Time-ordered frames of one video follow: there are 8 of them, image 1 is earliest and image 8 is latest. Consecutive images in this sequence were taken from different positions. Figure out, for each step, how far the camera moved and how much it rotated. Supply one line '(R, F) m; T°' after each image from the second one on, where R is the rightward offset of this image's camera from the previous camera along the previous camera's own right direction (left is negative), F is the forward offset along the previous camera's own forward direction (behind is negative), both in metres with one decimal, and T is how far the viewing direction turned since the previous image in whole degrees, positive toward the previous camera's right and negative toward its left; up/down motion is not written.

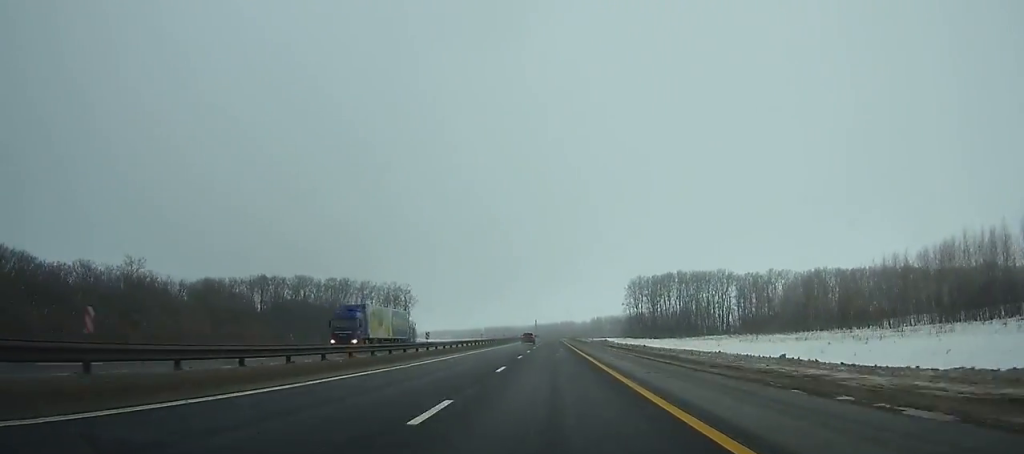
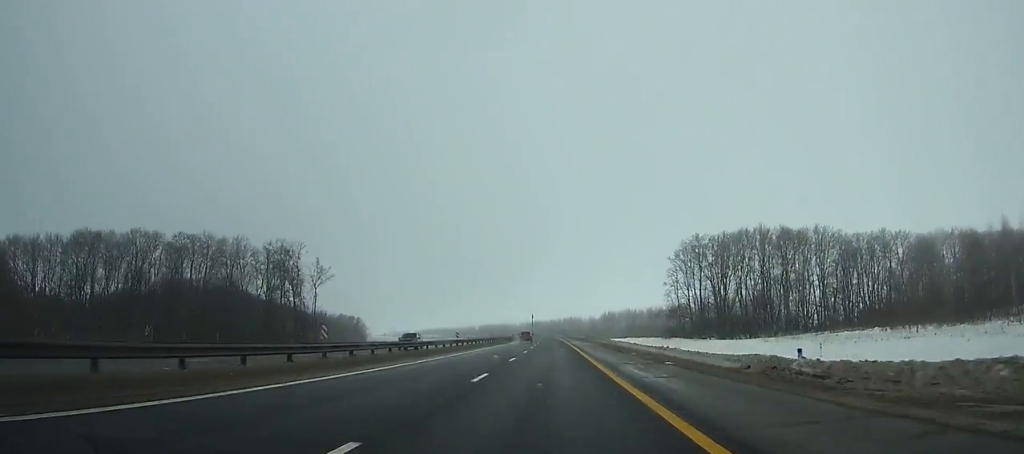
(-0.1, +76.3) m; 0°
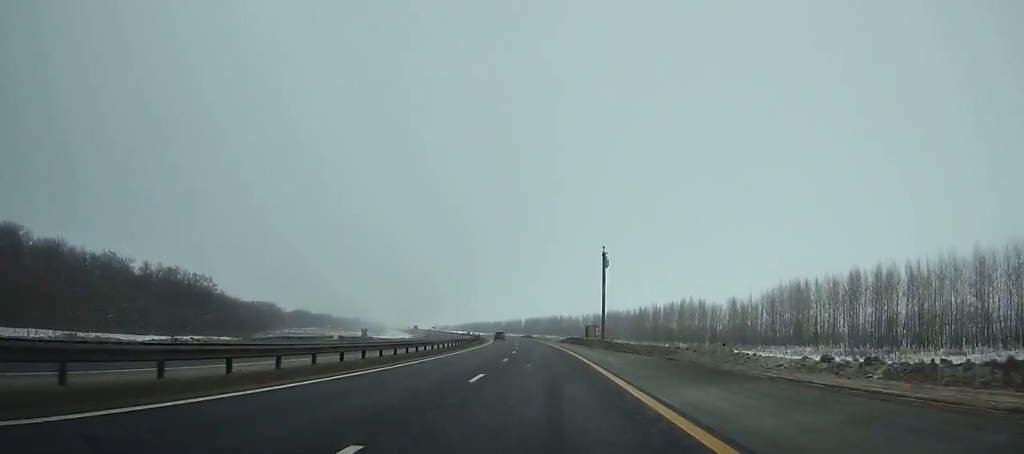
(-8.6, +204.1) m; -7°
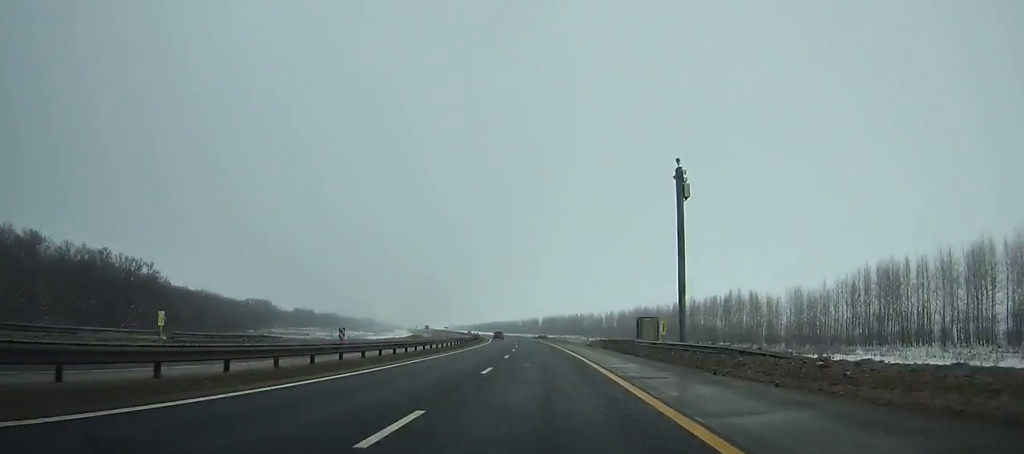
(-0.8, +33.5) m; -2°
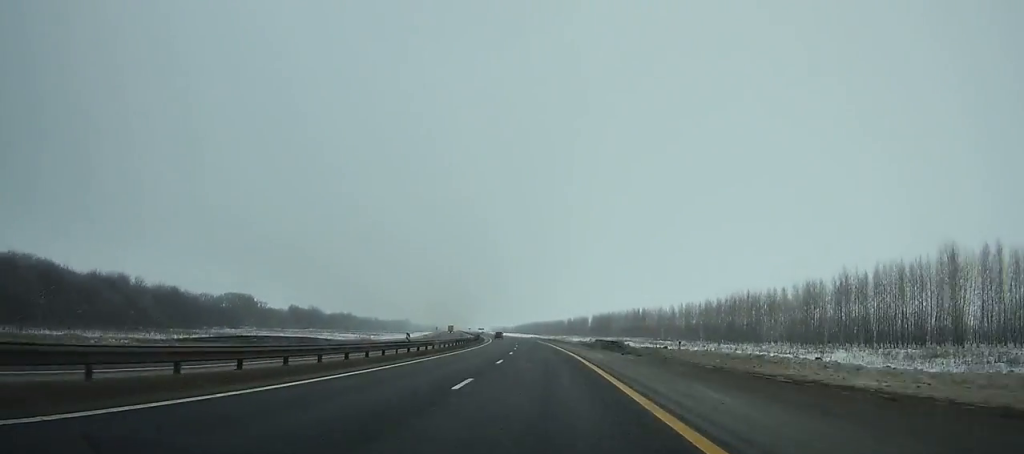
(-3.0, +77.1) m; -5°
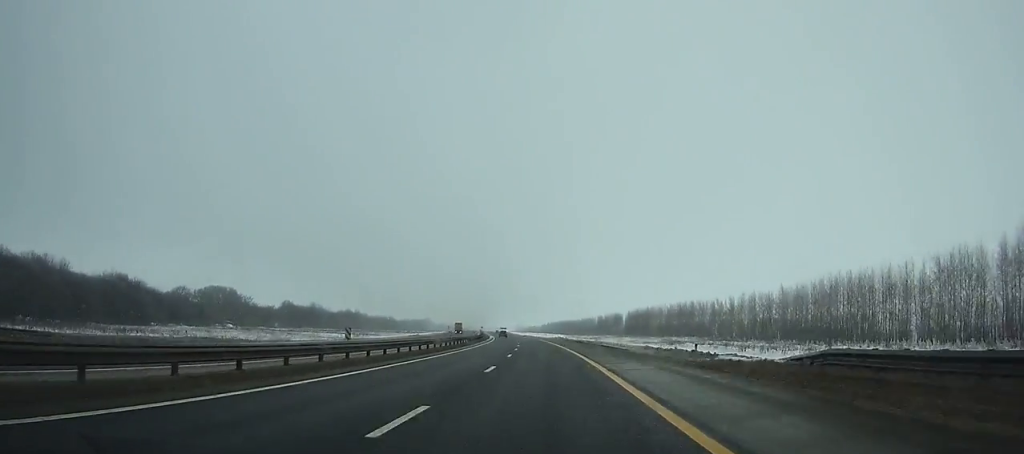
(-1.3, +43.5) m; -3°
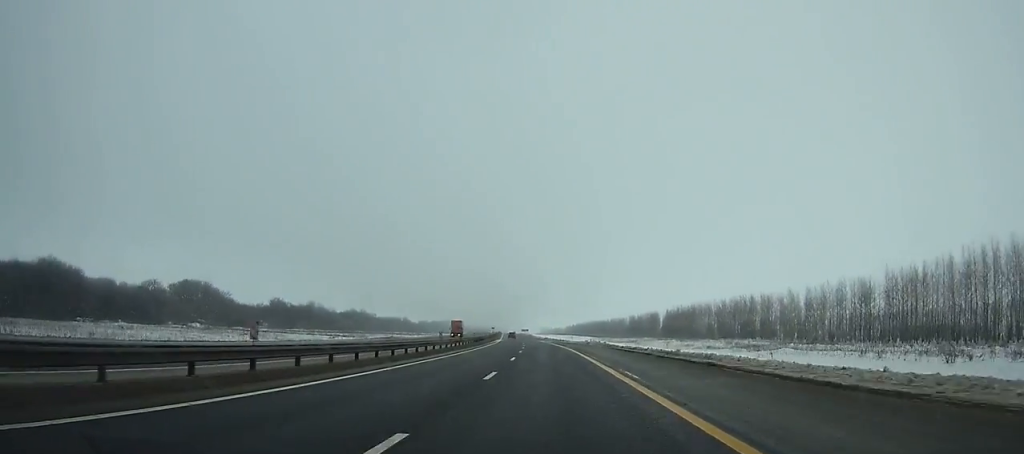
(-0.6, +37.9) m; -2°
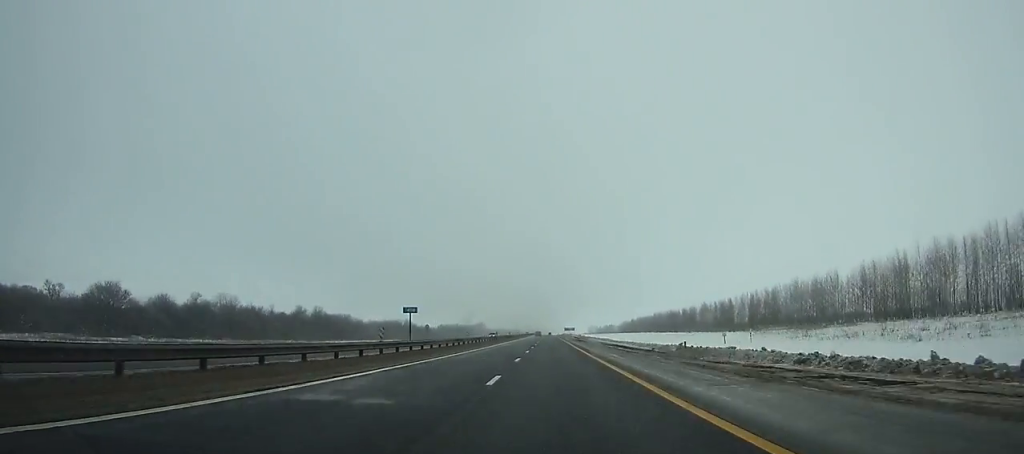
(-6.4, +134.6) m; -4°
